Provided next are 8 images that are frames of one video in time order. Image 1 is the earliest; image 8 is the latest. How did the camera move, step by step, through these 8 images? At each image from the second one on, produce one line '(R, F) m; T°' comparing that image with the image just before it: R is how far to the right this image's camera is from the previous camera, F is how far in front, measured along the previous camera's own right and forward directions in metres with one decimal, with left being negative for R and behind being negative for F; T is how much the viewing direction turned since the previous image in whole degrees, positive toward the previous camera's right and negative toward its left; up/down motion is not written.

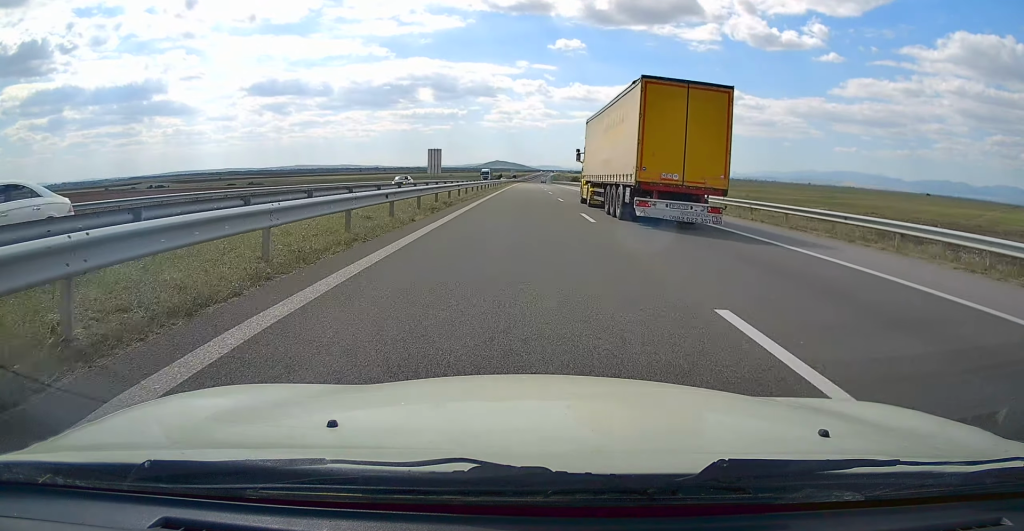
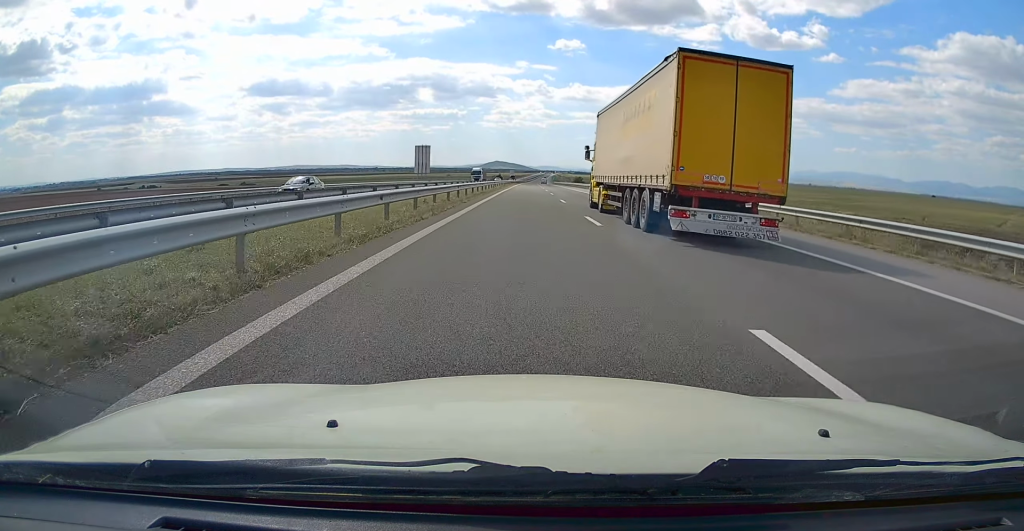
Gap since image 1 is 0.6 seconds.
(-0.2, +17.9) m; 0°
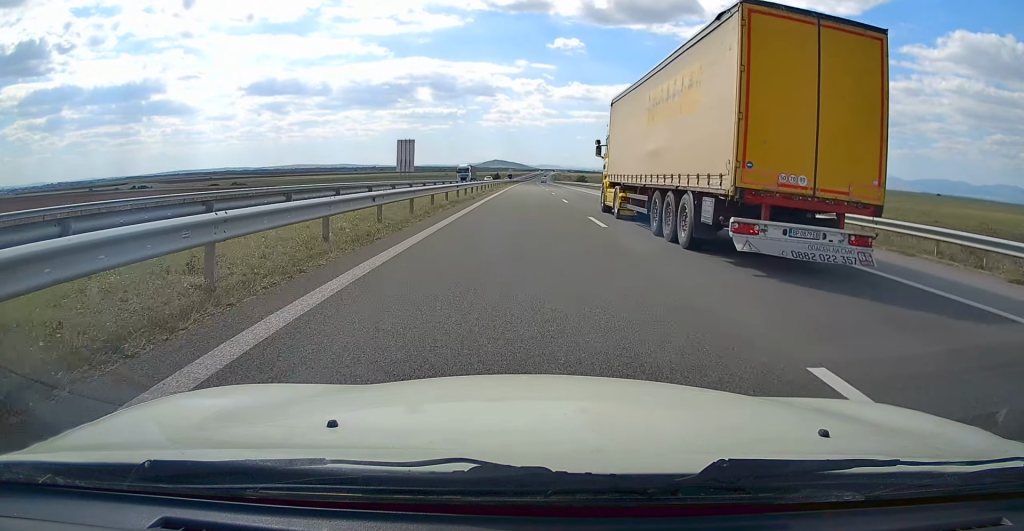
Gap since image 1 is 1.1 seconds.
(+0.2, +17.4) m; 0°
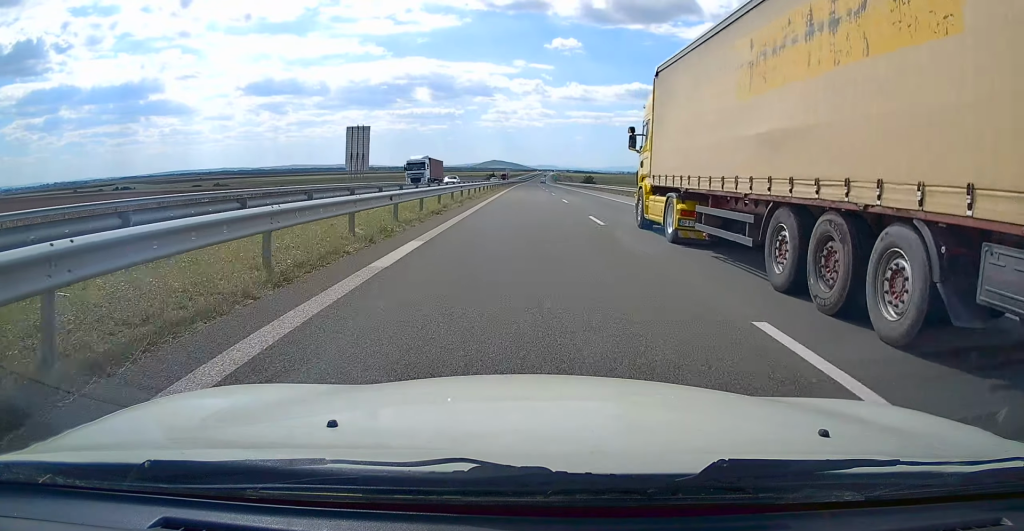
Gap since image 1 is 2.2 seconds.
(+0.2, +31.4) m; 0°
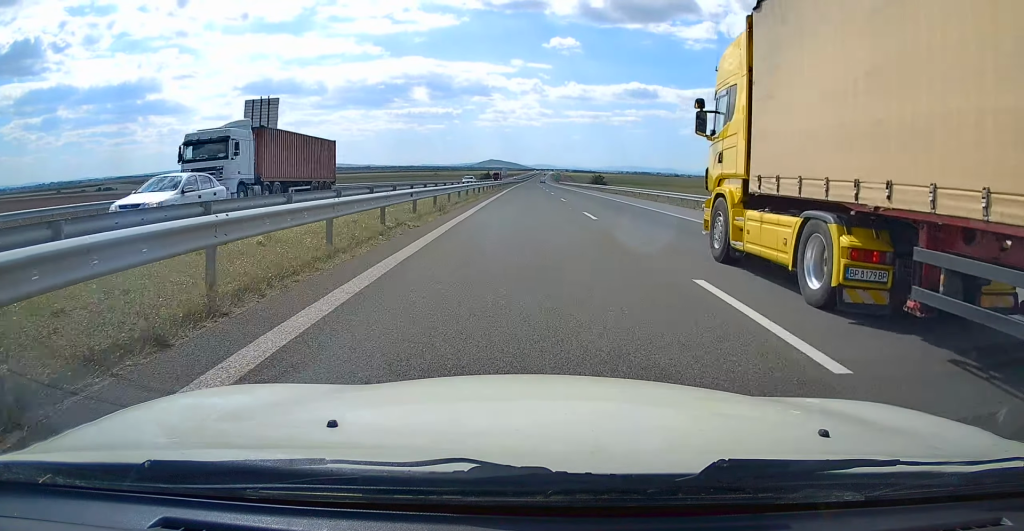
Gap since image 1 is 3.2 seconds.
(0.0, +30.0) m; +1°
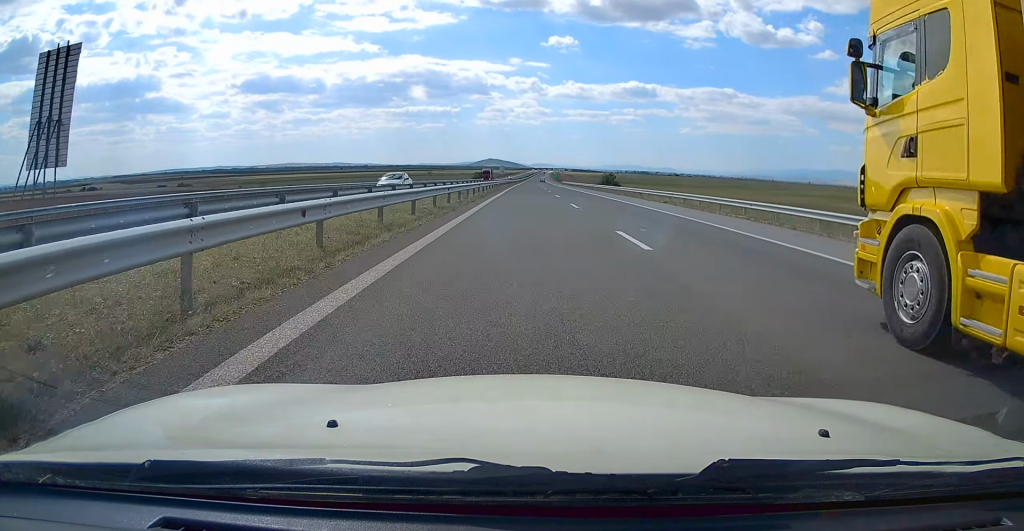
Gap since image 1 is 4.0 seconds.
(+0.2, +24.8) m; 0°
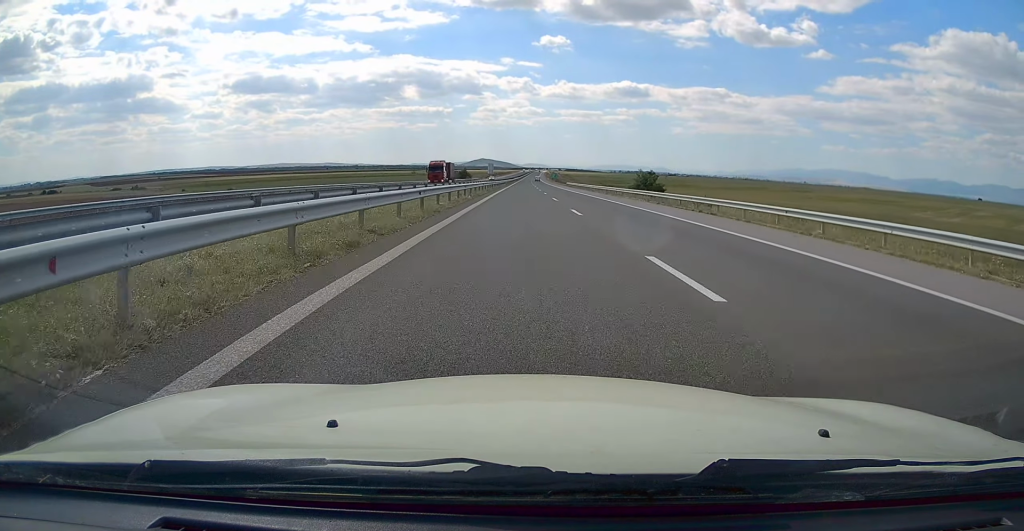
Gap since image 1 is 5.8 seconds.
(-0.3, +53.0) m; -1°
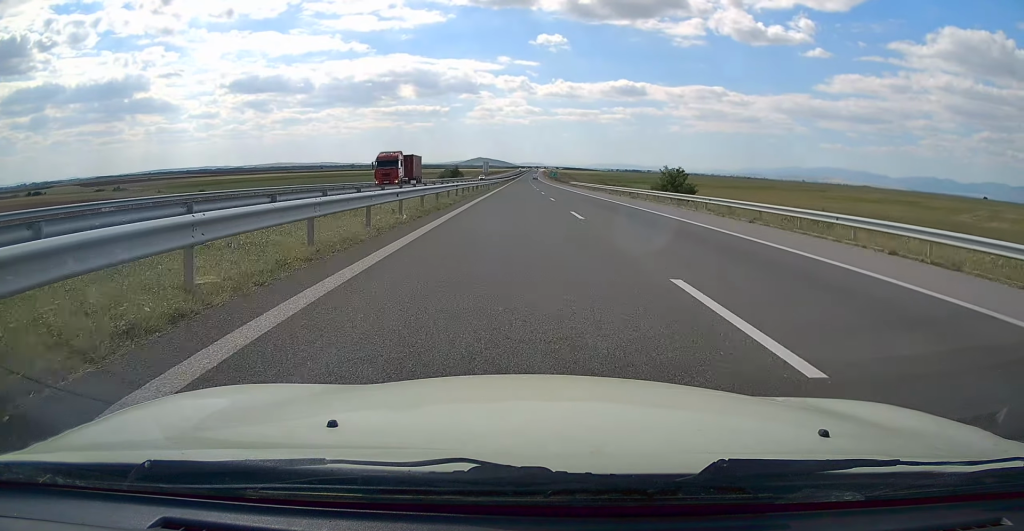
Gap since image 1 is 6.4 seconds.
(-0.1, +18.5) m; +1°
